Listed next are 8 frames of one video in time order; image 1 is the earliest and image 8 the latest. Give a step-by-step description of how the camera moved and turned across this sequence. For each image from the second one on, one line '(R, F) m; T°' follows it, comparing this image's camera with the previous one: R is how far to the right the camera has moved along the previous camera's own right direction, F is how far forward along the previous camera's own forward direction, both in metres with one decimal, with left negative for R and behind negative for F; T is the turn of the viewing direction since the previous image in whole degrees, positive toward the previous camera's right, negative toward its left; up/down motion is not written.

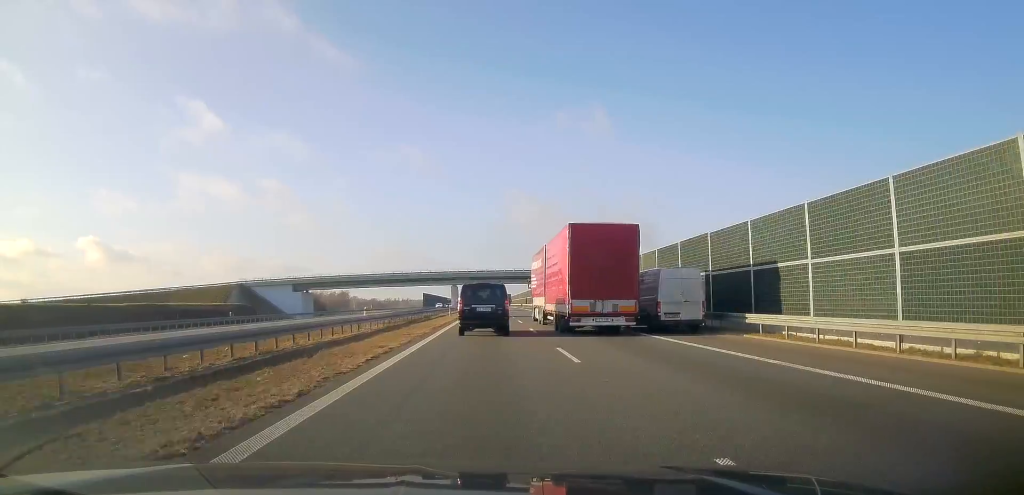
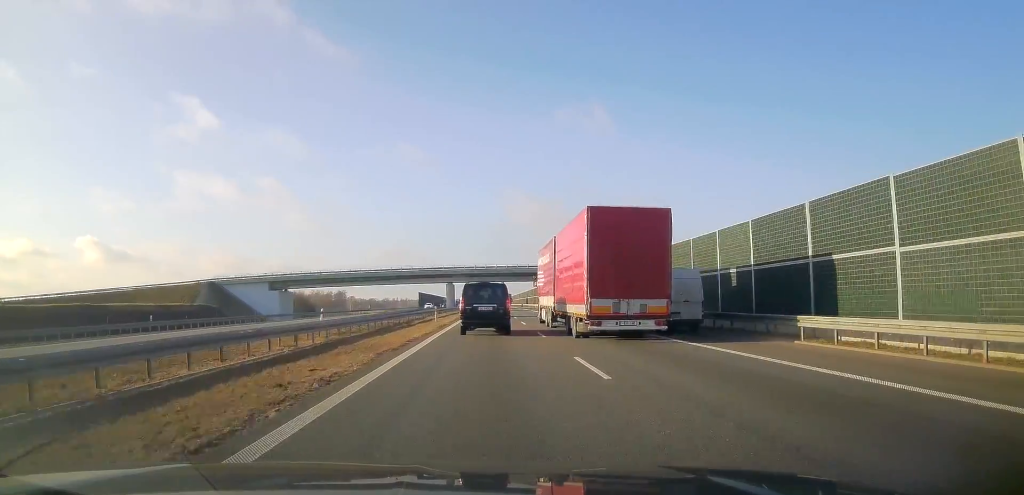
(-0.1, +15.4) m; 0°
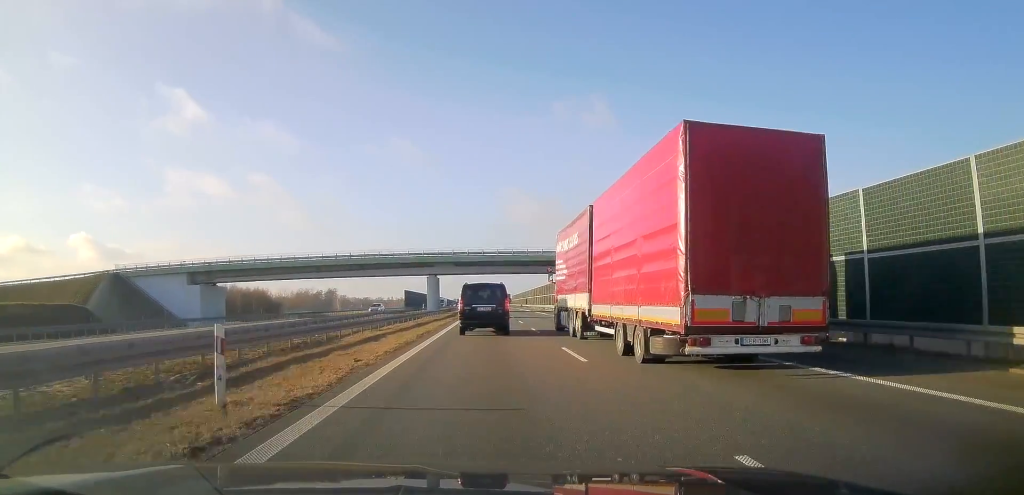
(-0.1, +33.2) m; 0°
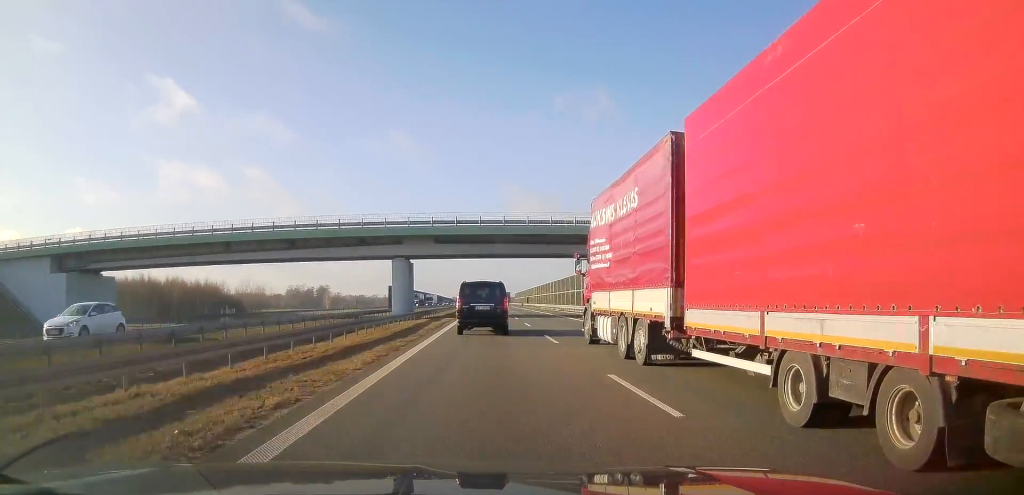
(+0.2, +29.8) m; 0°
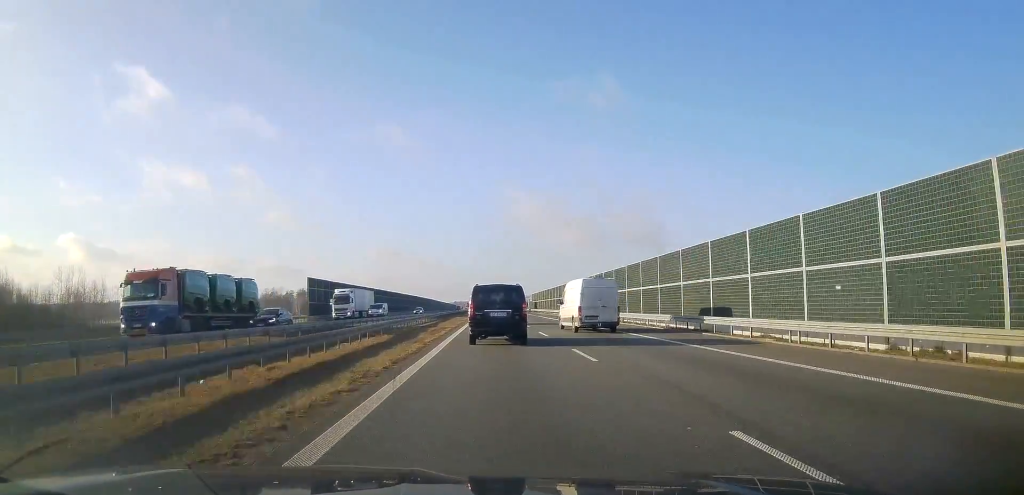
(-0.6, +77.6) m; 0°
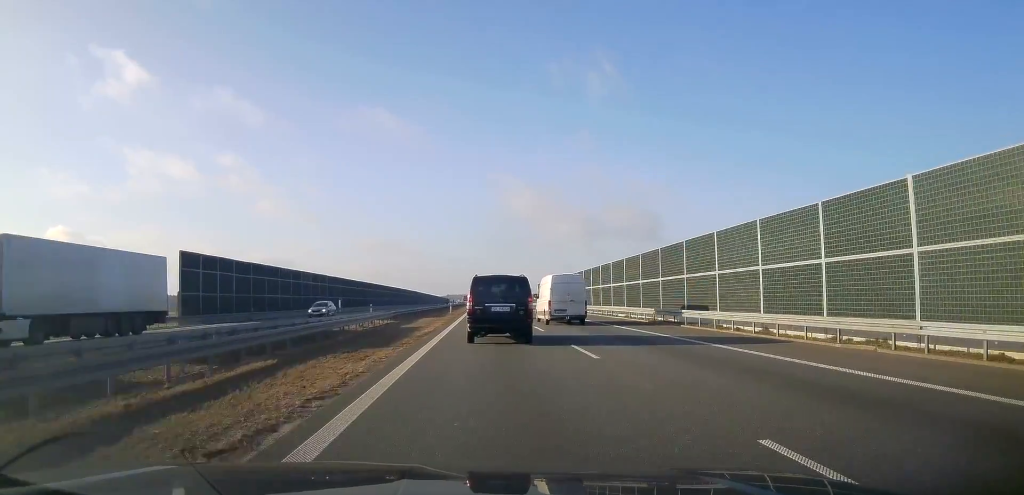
(+0.2, +36.6) m; 0°
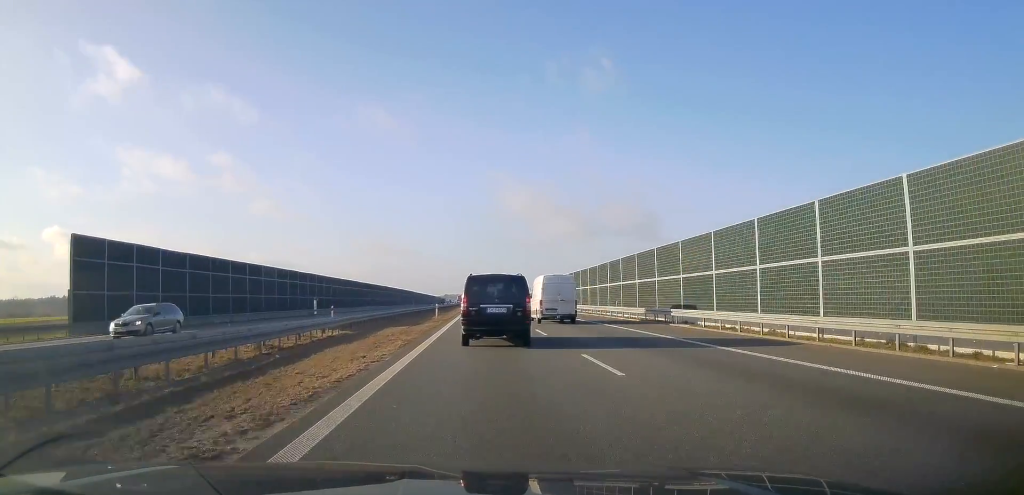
(0.0, +15.0) m; 0°
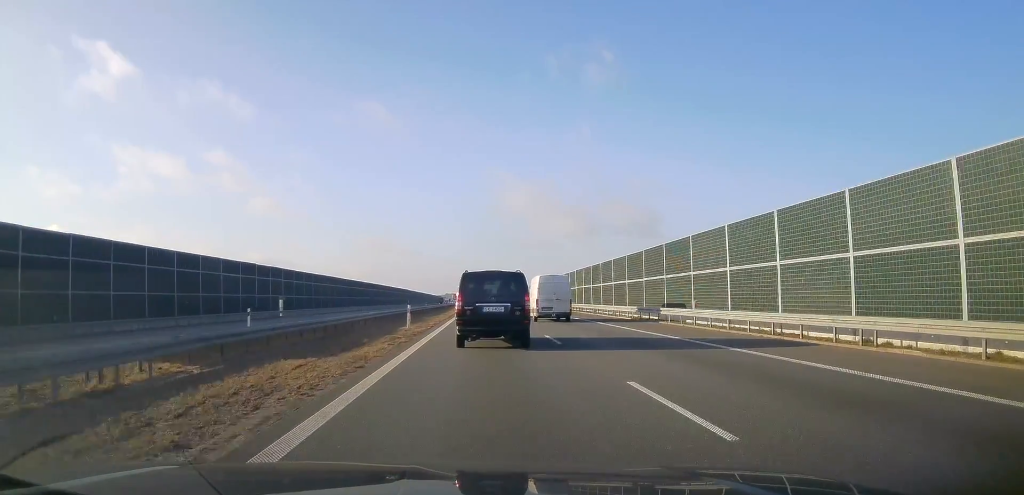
(0.0, +16.5) m; 0°
